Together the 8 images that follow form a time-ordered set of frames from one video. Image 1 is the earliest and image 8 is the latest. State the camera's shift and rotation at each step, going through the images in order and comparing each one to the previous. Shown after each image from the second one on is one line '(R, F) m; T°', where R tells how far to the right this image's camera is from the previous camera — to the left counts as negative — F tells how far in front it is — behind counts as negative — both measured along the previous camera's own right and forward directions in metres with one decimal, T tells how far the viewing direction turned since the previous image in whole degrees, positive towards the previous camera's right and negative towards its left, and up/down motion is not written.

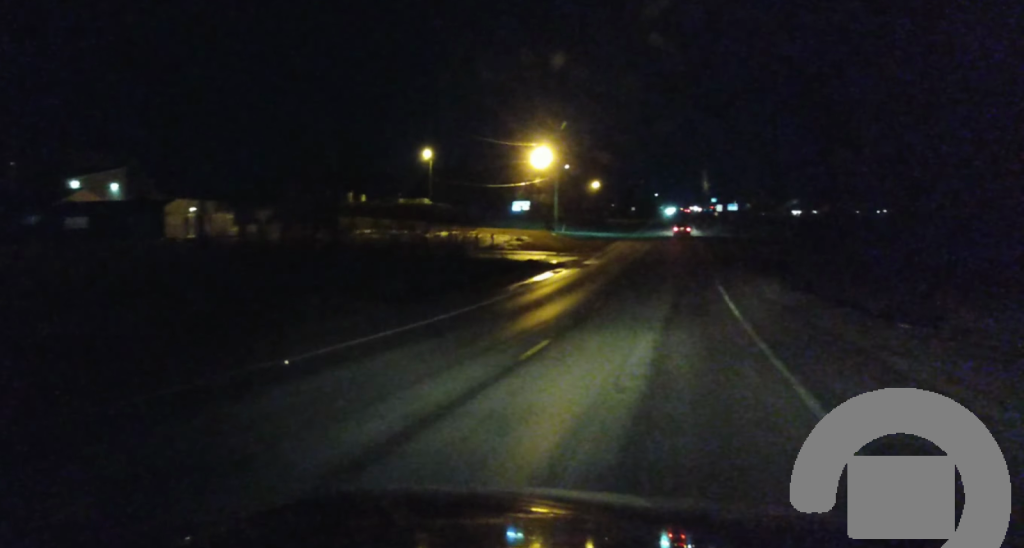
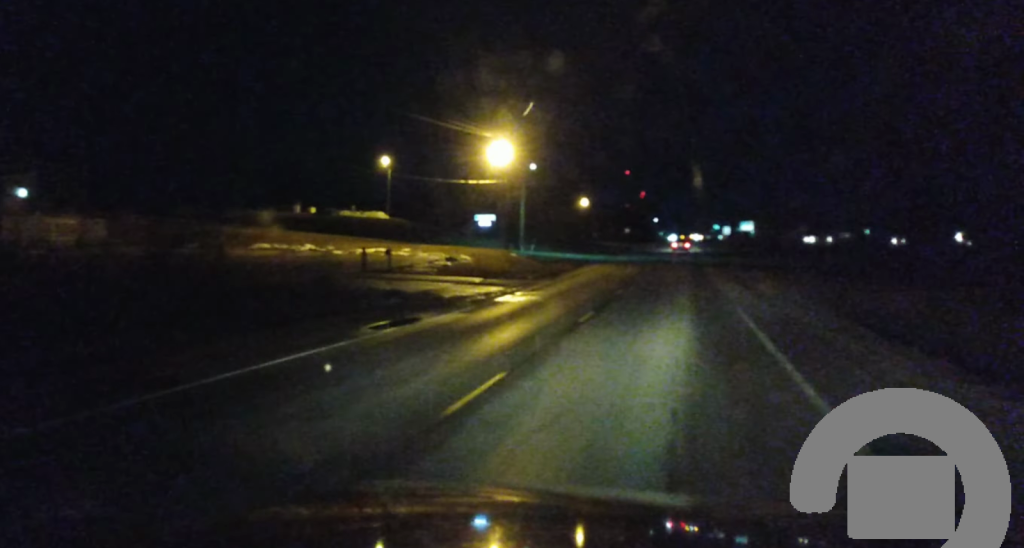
(-0.2, +29.7) m; 0°
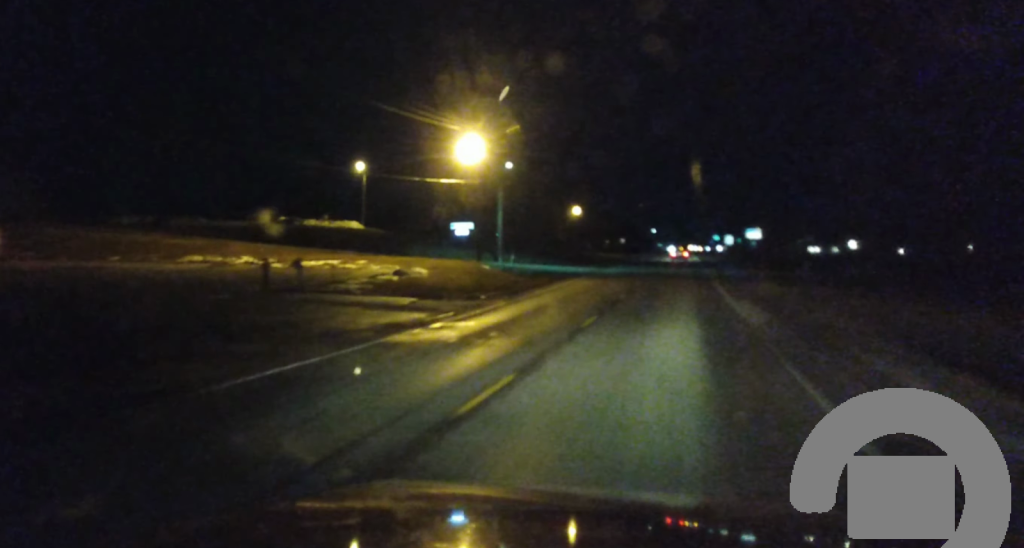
(+0.2, +11.9) m; -1°
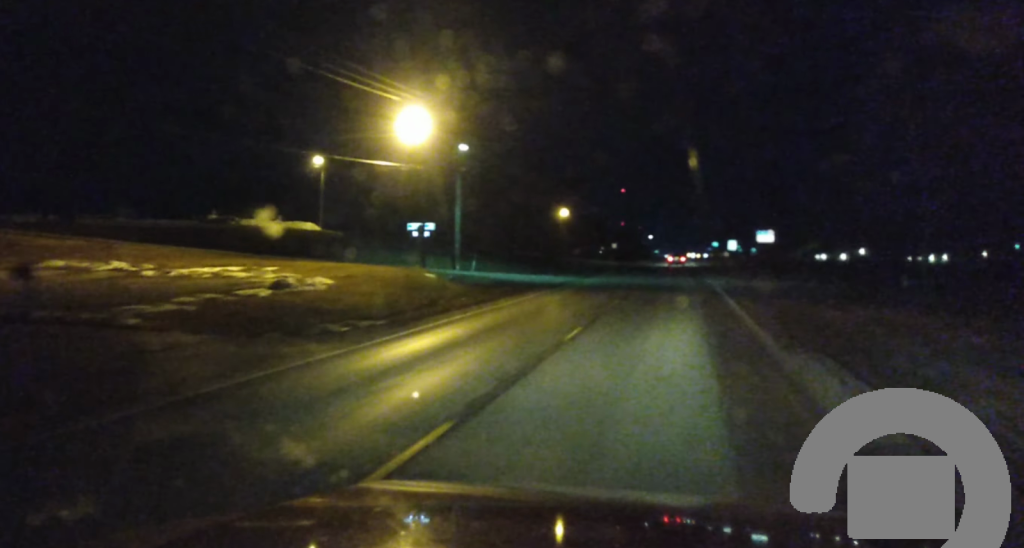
(-0.2, +15.3) m; 0°
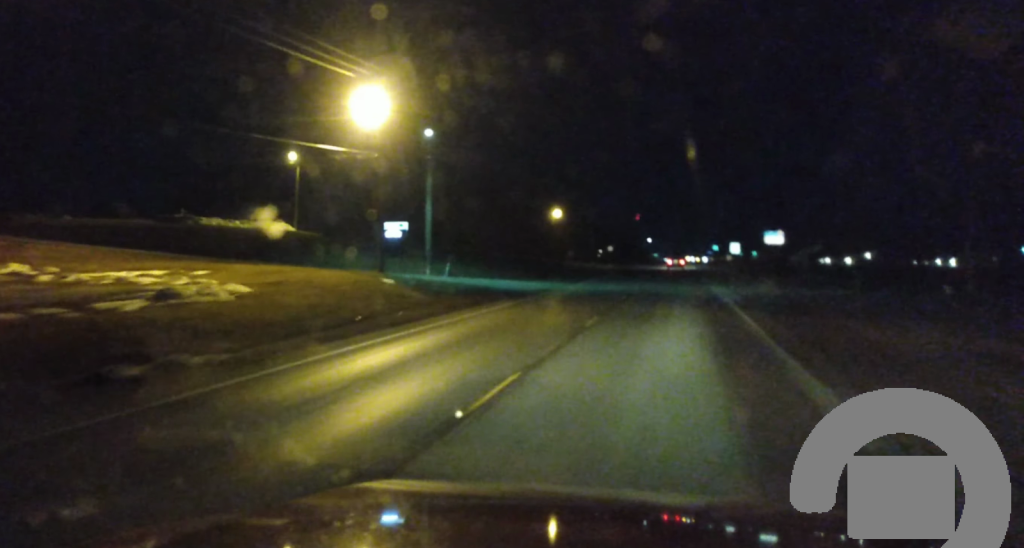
(-0.3, +8.7) m; 0°
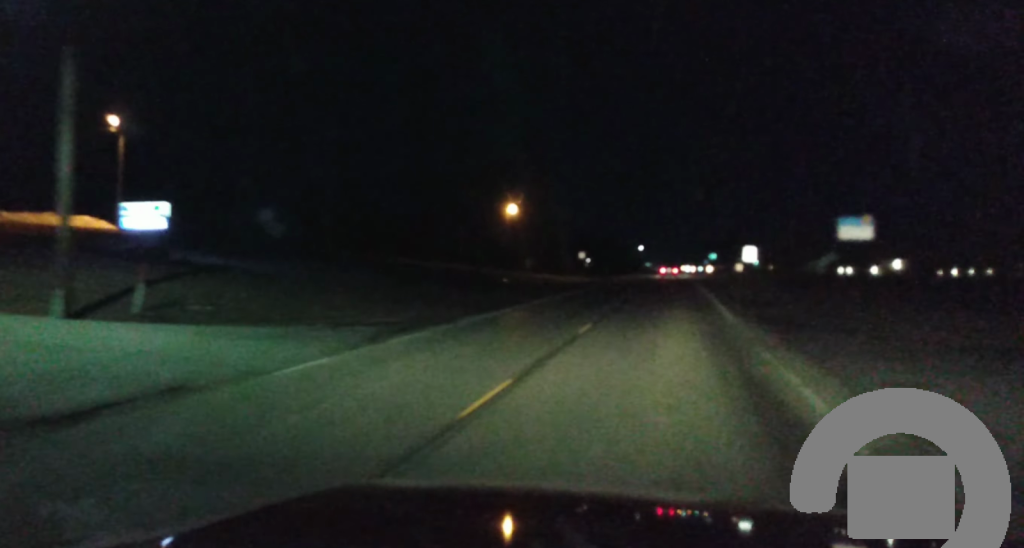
(-0.4, +36.7) m; -2°
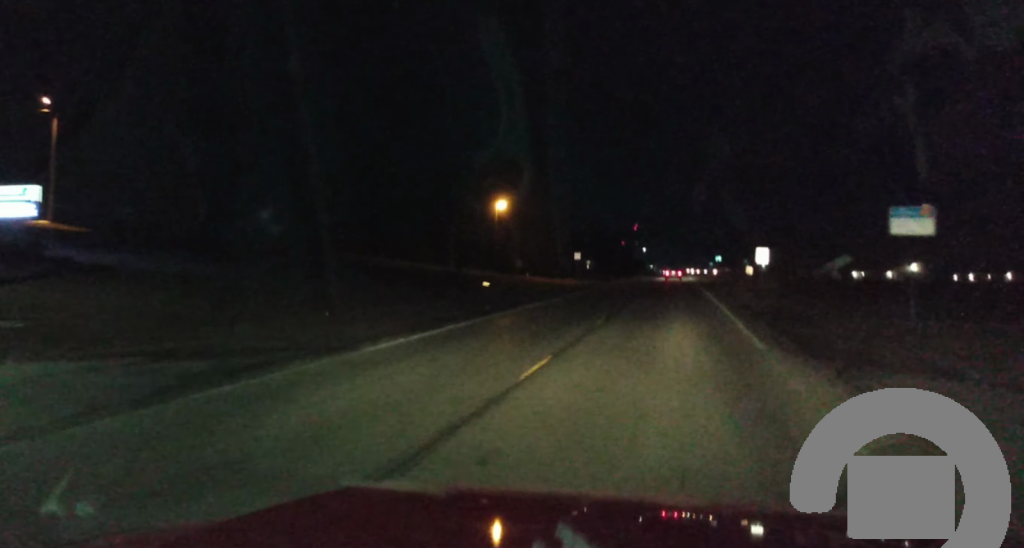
(+0.2, +8.7) m; +1°
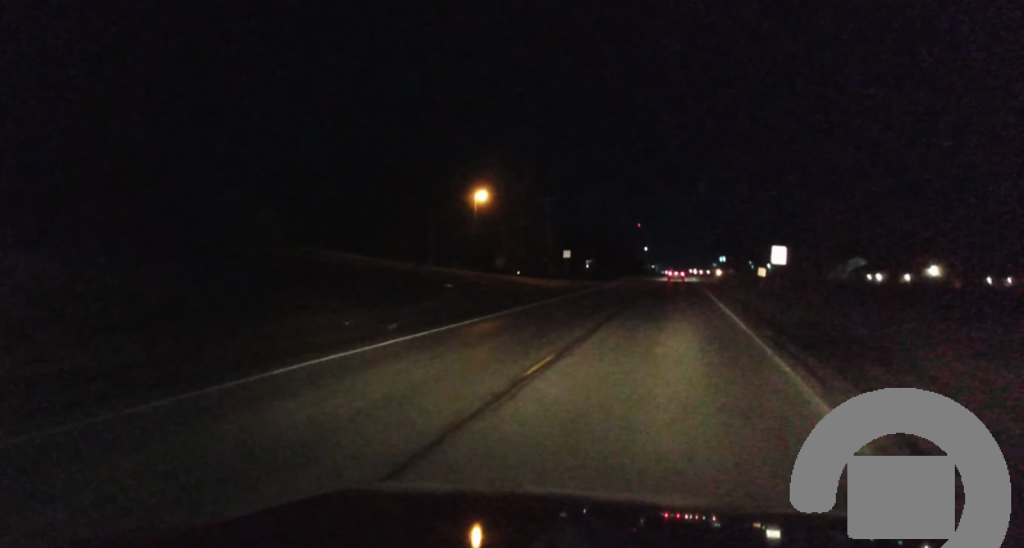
(+0.1, +11.1) m; 0°
